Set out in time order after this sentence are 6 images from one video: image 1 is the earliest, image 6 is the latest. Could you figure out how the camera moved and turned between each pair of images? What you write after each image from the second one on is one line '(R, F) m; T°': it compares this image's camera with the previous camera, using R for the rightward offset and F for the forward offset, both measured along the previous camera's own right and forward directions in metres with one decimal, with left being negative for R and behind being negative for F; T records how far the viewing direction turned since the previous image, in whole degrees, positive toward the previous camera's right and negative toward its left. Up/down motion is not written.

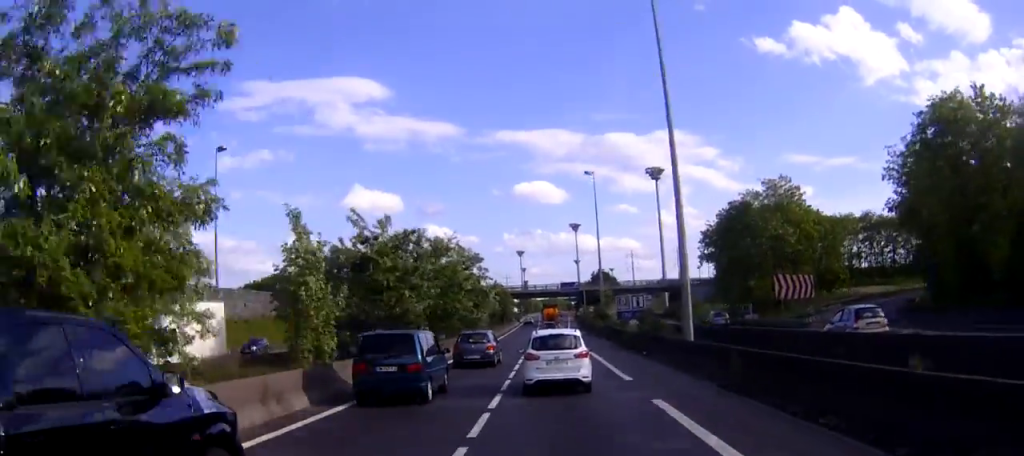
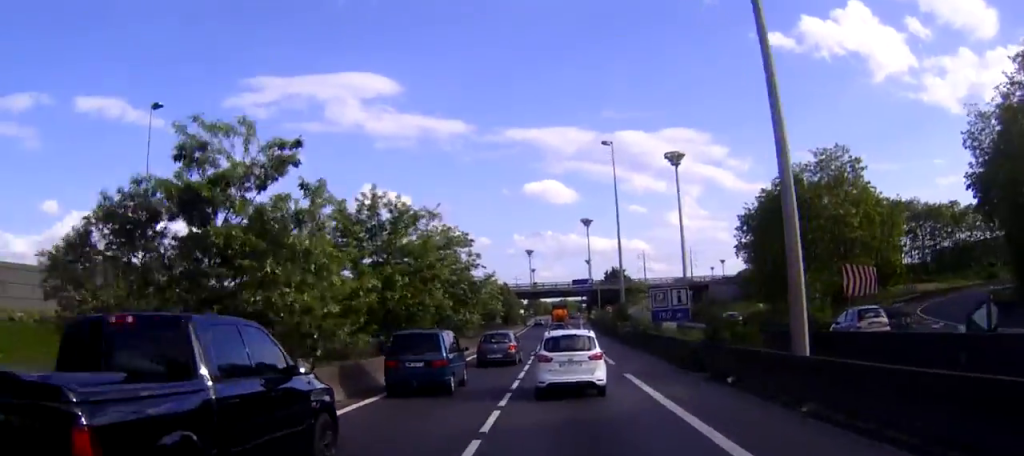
(0.0, +15.9) m; -1°
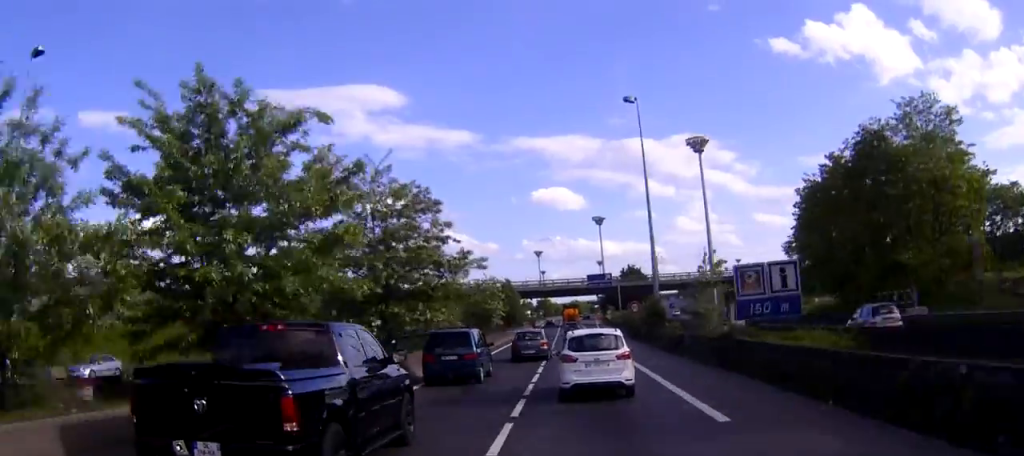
(-0.1, +19.1) m; -1°
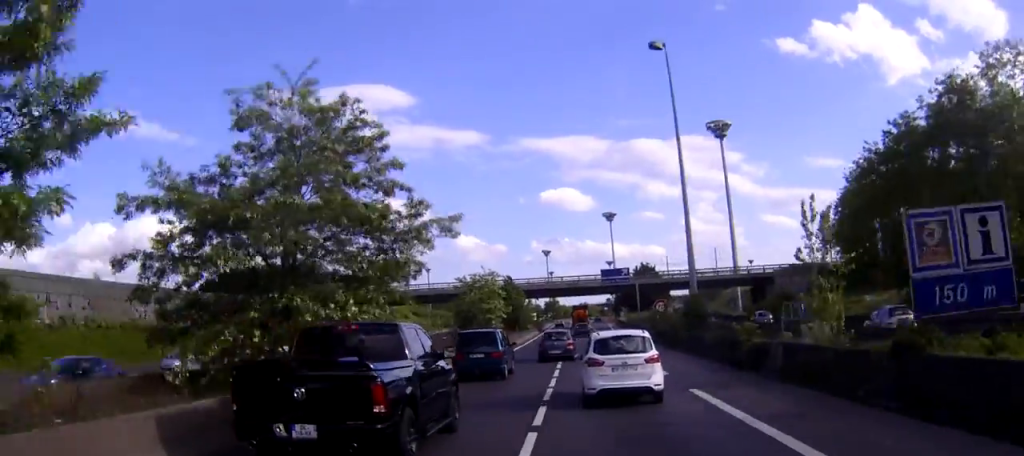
(-0.1, +13.0) m; -1°
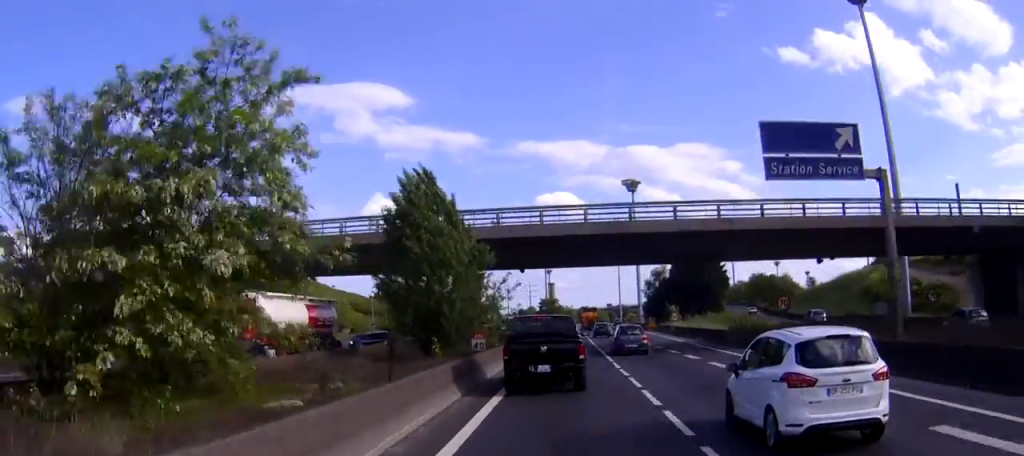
(-0.8, +67.8) m; 0°
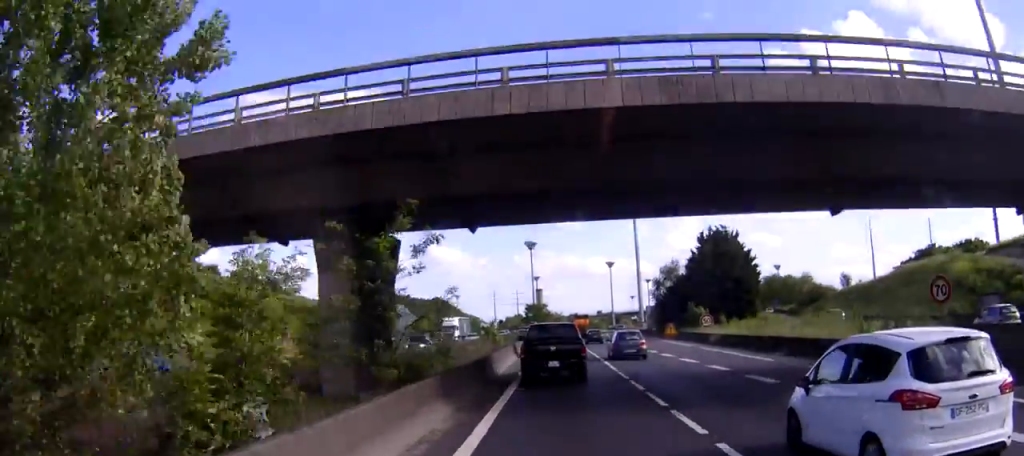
(+0.2, +24.7) m; +1°
